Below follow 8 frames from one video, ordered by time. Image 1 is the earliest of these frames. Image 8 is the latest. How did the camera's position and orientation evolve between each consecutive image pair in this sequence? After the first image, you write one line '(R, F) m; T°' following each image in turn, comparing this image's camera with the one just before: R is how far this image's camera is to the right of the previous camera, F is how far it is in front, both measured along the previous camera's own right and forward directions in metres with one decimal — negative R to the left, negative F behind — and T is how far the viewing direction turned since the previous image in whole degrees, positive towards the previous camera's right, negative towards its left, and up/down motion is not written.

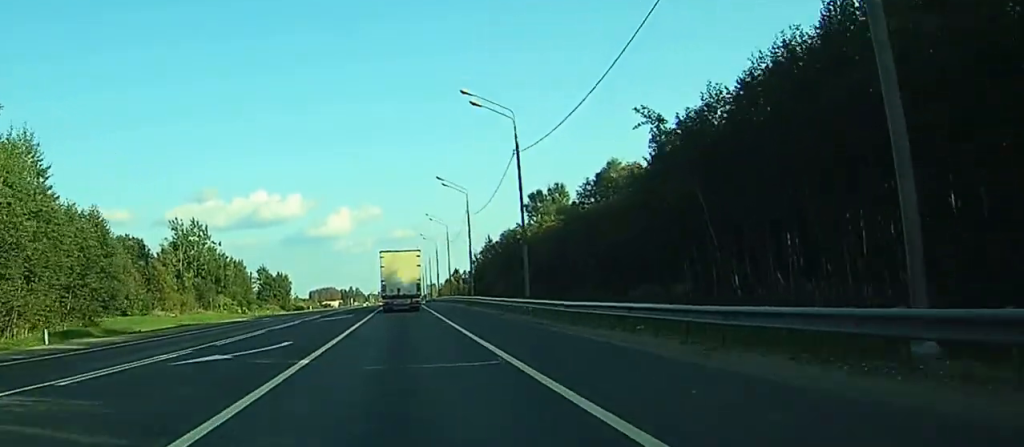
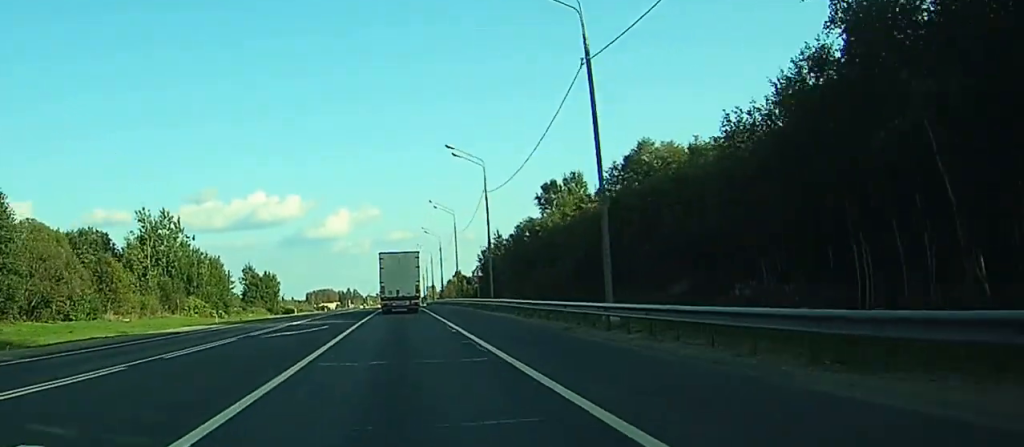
(0.0, +17.5) m; 0°
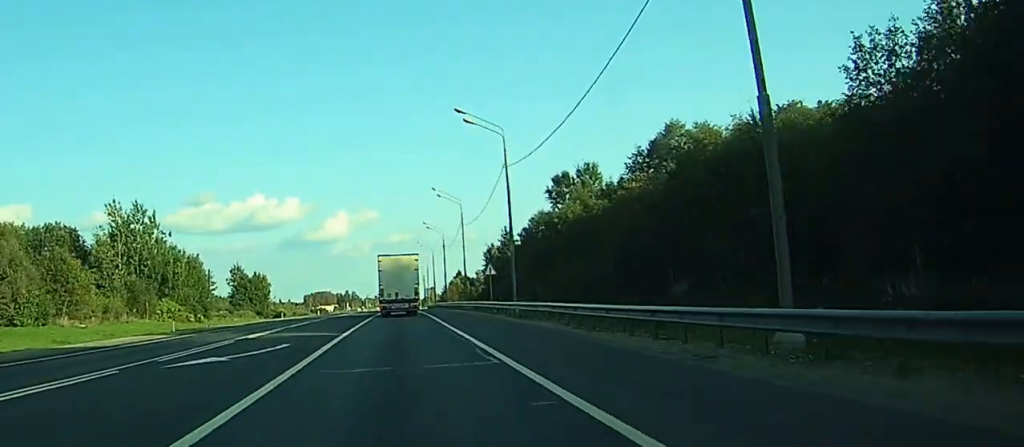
(0.0, +12.5) m; 0°
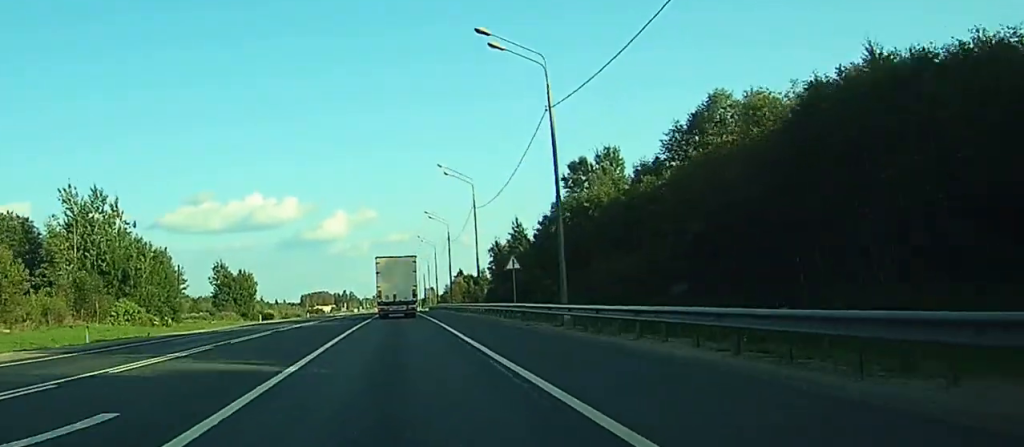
(+0.1, +15.1) m; 0°
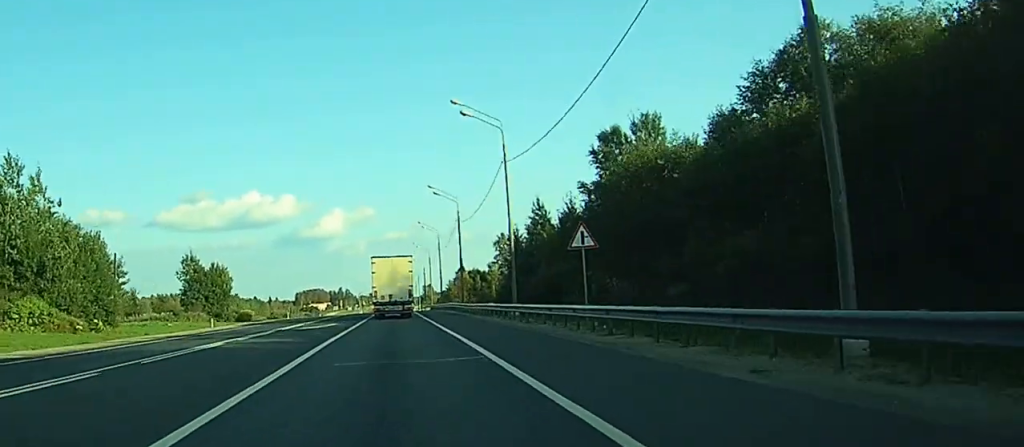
(+0.1, +21.8) m; 0°
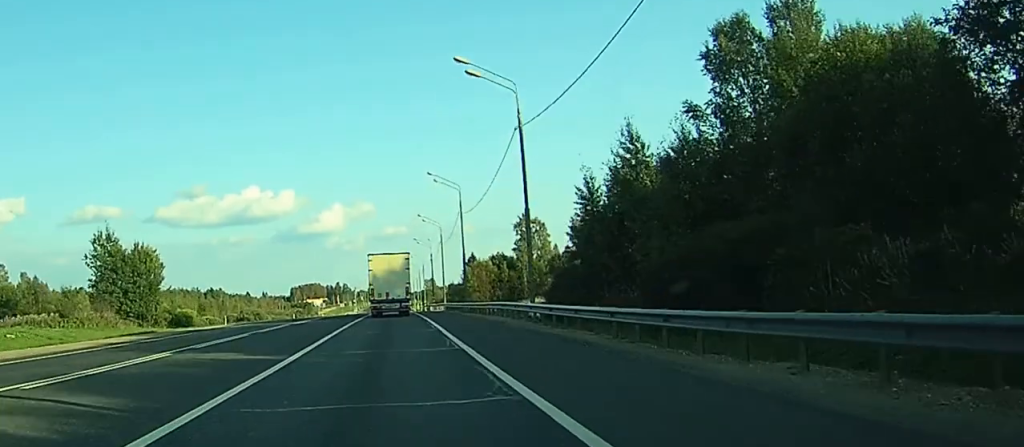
(-0.1, +41.8) m; 0°
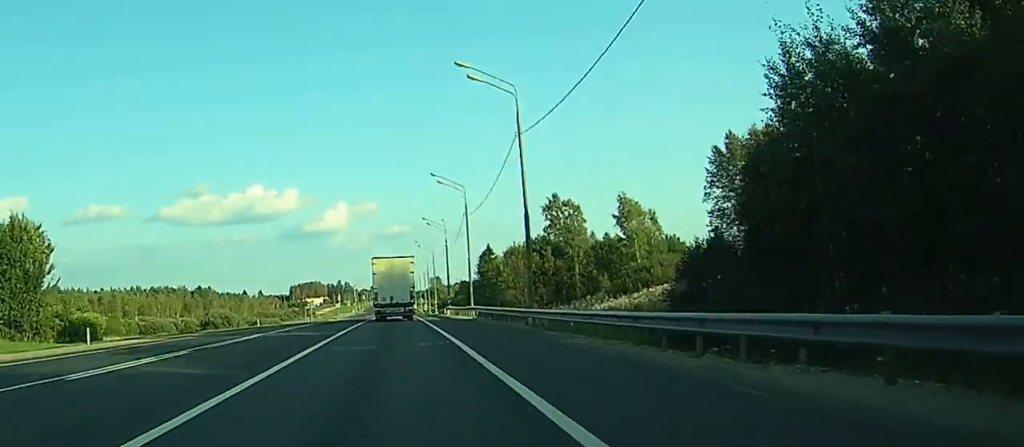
(-0.1, +34.2) m; 0°
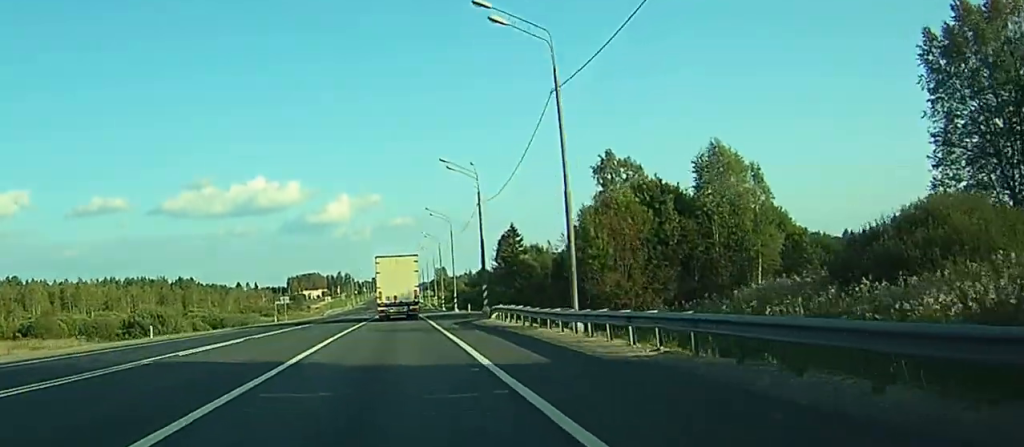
(-0.1, +39.9) m; 0°
